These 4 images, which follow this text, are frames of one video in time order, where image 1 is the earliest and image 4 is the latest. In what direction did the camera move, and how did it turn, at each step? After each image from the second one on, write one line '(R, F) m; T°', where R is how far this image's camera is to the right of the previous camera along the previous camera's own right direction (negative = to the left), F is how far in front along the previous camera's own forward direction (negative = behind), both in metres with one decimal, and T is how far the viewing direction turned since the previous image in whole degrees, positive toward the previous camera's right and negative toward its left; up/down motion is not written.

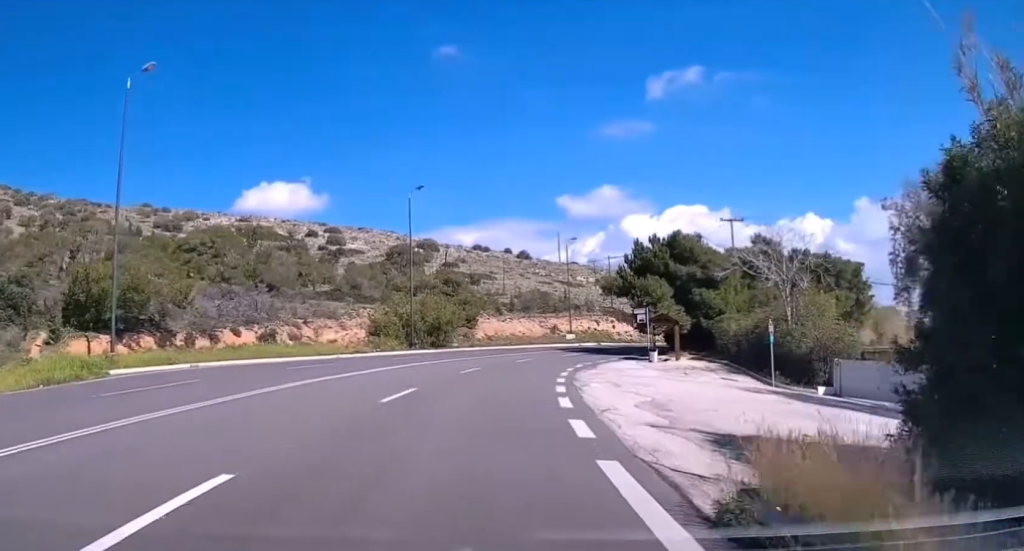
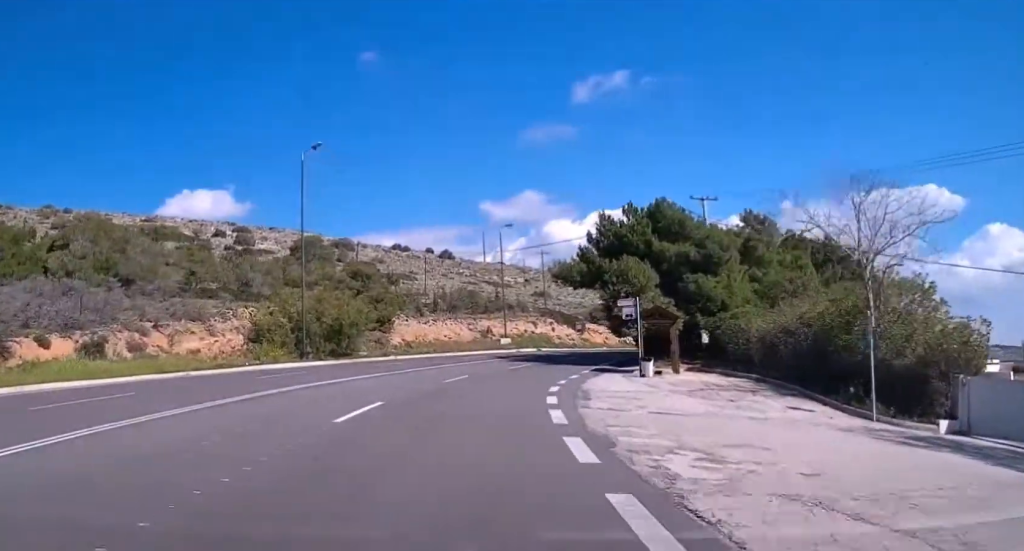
(+0.7, +14.5) m; +5°
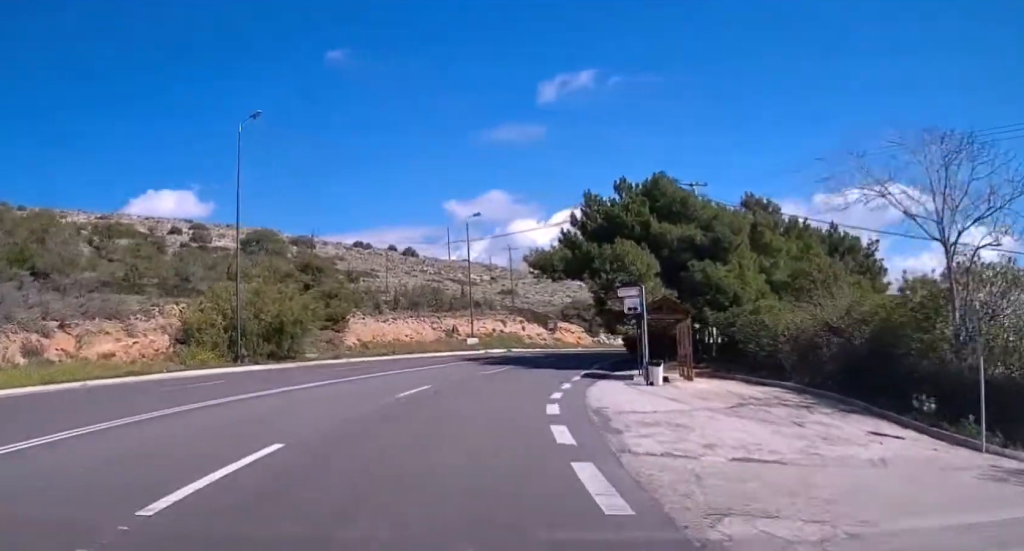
(0.0, +6.7) m; +2°
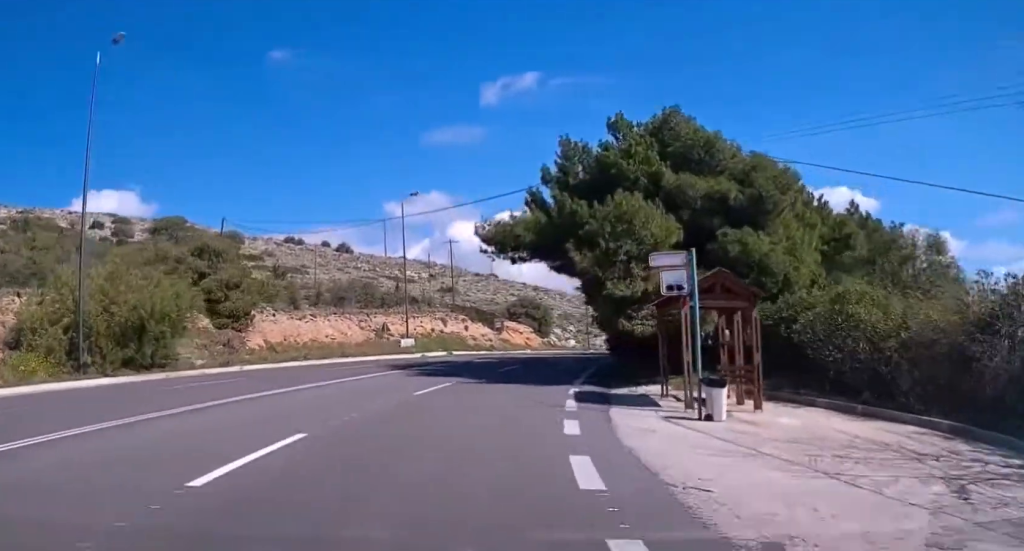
(+0.5, +10.5) m; +5°
